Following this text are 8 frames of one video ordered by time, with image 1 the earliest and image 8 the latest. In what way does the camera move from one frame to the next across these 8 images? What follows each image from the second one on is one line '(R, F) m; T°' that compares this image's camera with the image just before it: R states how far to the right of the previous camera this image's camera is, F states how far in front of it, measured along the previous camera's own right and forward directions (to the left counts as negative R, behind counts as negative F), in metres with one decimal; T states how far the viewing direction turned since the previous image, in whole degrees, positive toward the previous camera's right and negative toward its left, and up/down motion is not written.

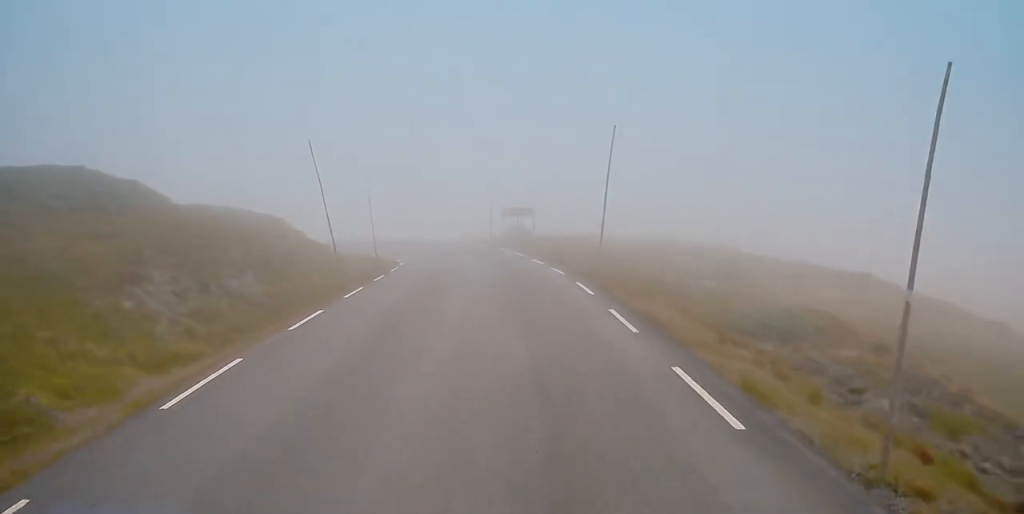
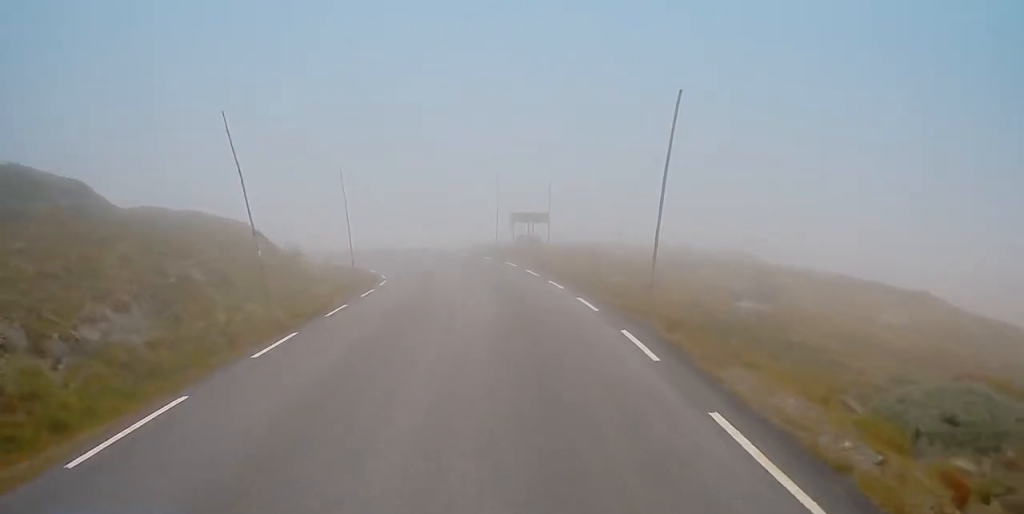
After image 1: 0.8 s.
(0.0, +7.8) m; 0°
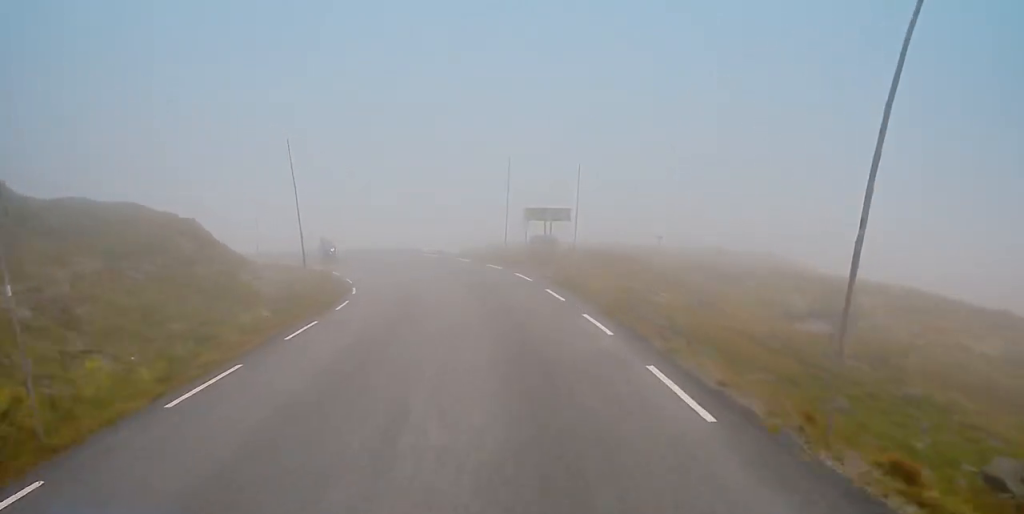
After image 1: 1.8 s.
(0.0, +9.0) m; -1°
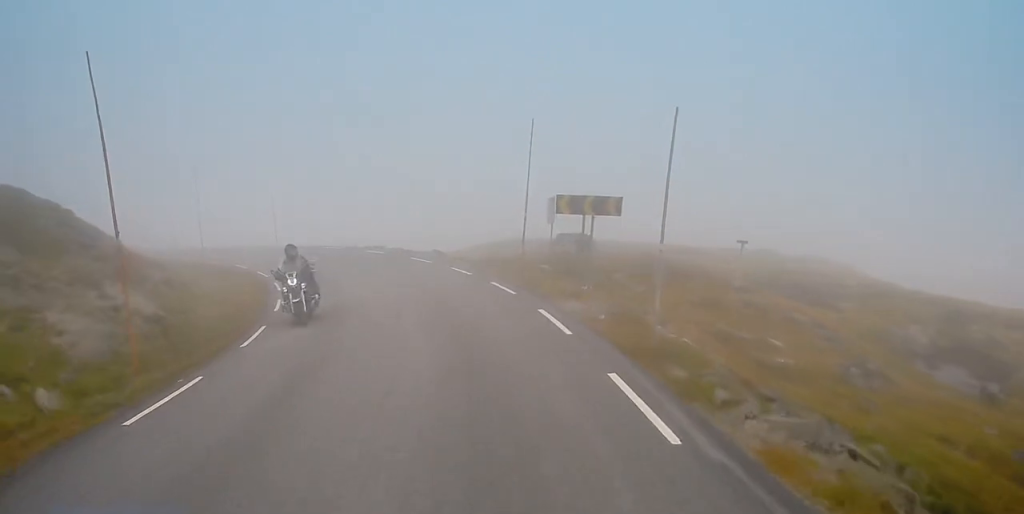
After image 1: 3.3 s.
(-0.6, +12.6) m; -5°
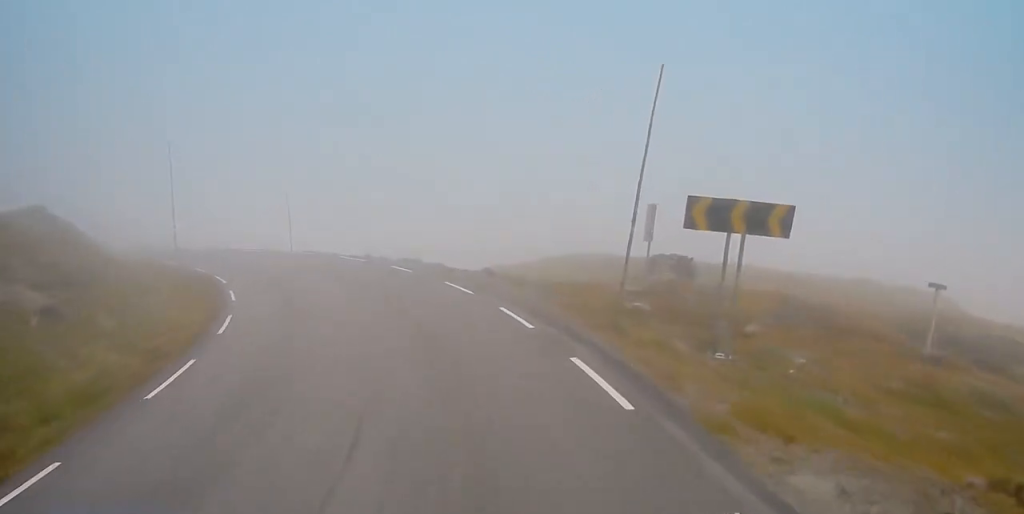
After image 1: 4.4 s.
(-0.2, +10.7) m; -4°
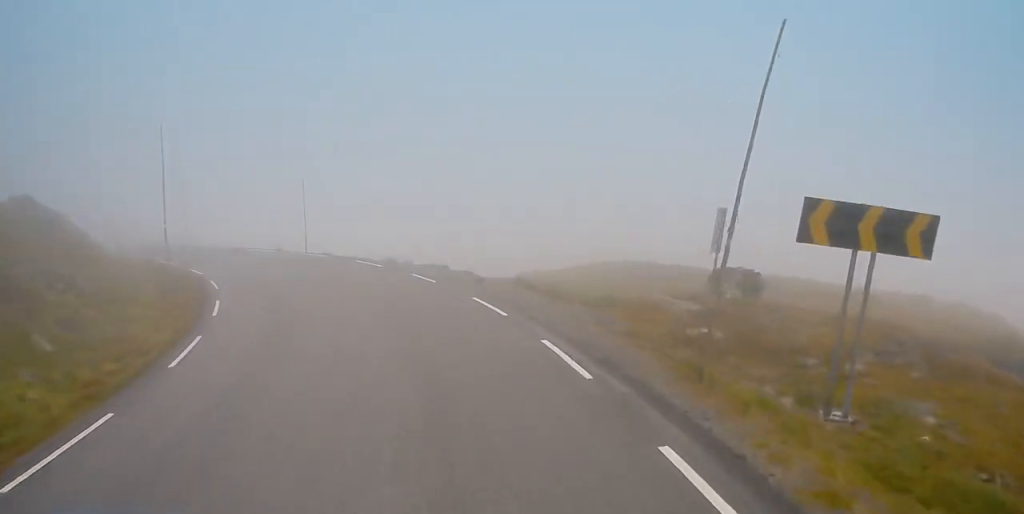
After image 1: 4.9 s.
(-0.1, +4.1) m; -4°
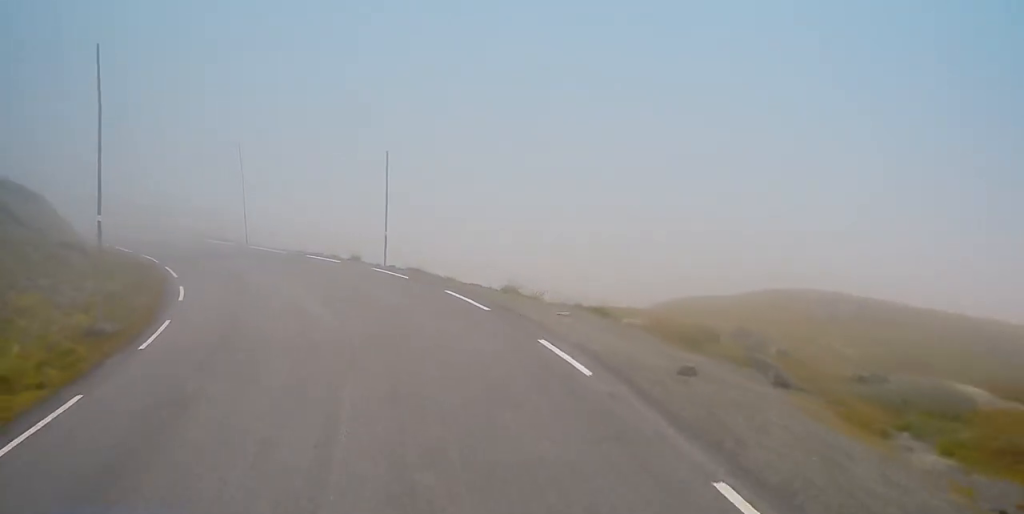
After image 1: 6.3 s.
(-1.7, +12.4) m; -14°
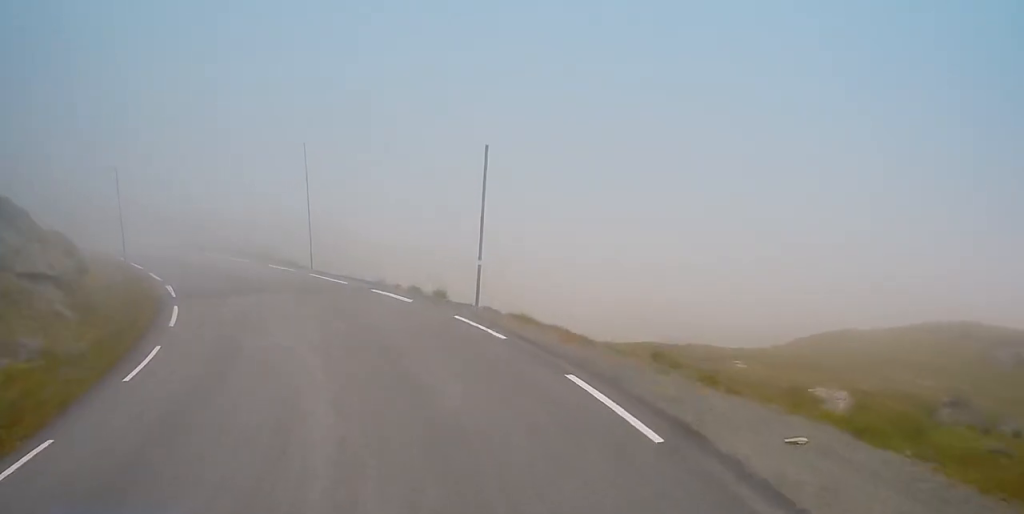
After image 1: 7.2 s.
(-0.5, +7.4) m; -8°
